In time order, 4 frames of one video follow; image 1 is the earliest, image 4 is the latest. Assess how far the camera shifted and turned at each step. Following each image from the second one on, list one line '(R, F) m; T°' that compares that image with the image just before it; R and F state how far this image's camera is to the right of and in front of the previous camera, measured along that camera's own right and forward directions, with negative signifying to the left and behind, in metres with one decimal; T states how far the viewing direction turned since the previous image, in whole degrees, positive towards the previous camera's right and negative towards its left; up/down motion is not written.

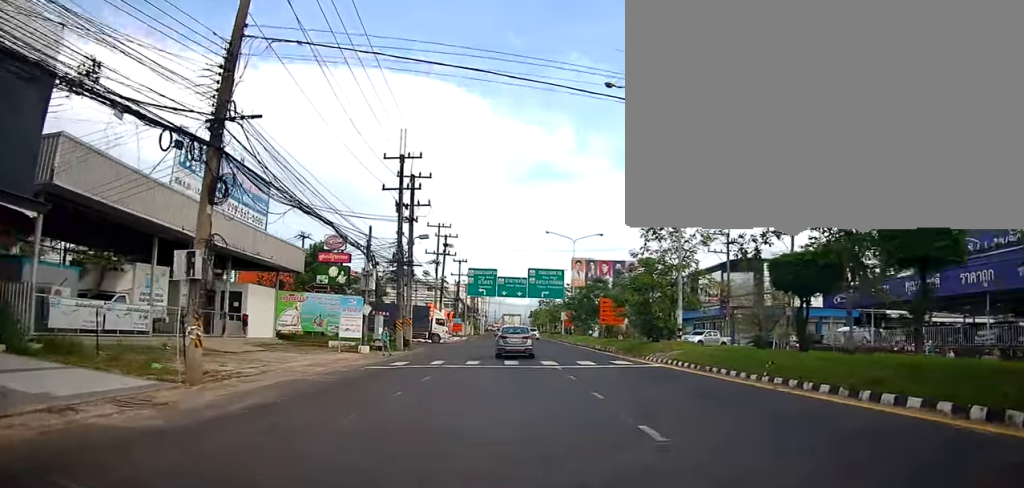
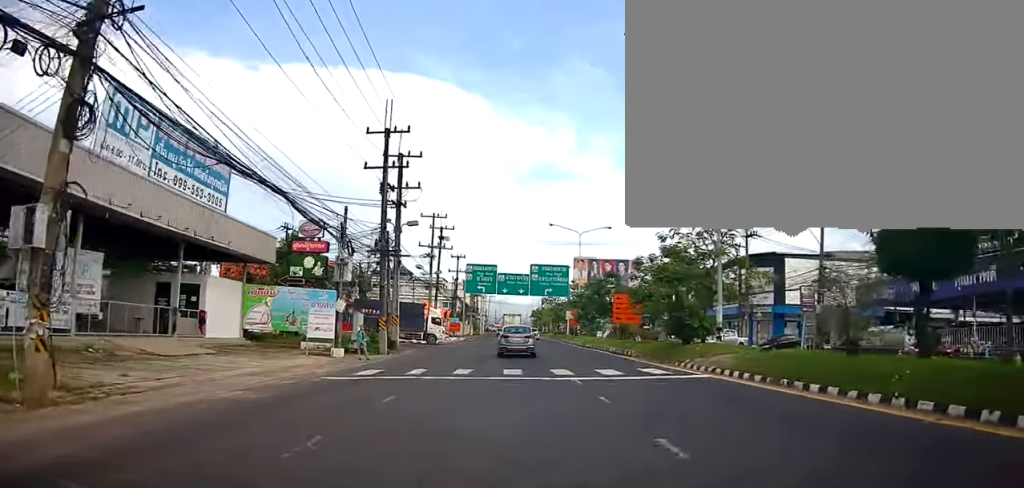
(-0.1, +4.6) m; -1°
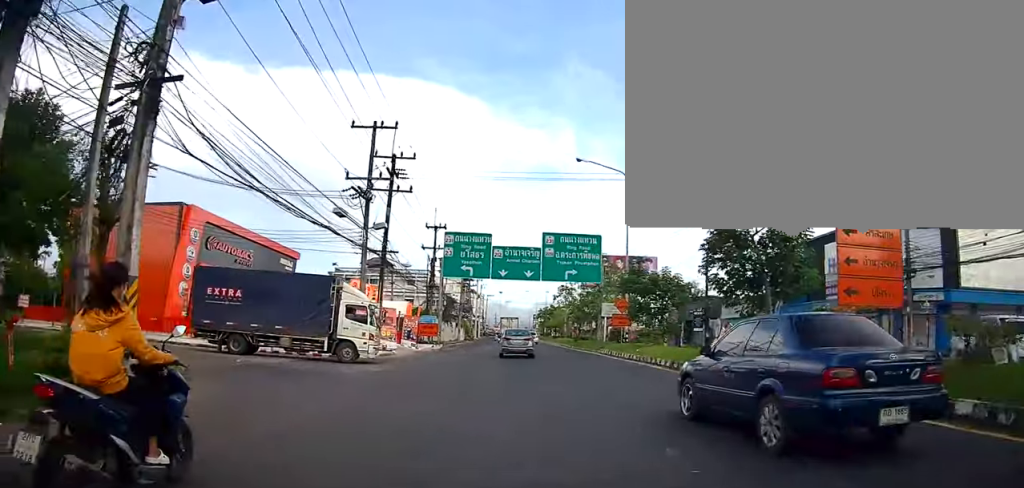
(+1.6, +24.6) m; +2°
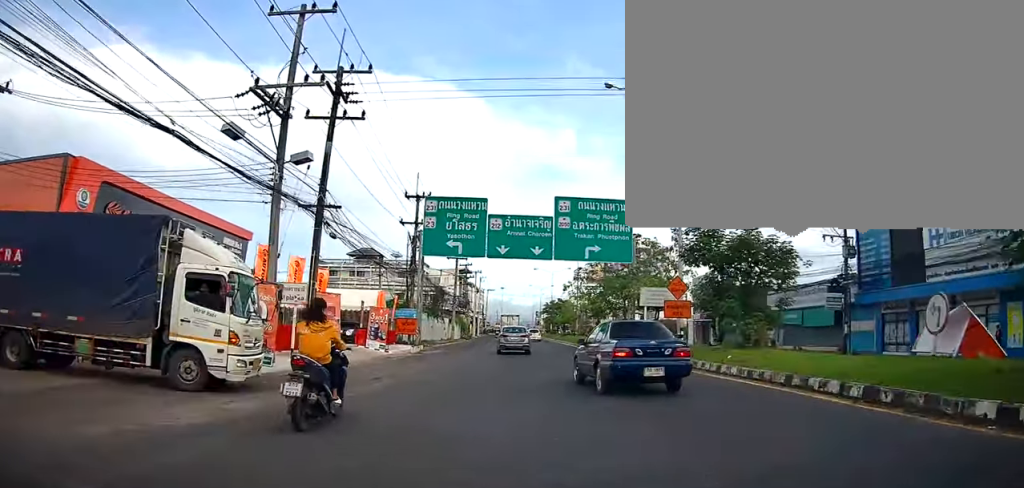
(-0.4, +11.7) m; -2°
